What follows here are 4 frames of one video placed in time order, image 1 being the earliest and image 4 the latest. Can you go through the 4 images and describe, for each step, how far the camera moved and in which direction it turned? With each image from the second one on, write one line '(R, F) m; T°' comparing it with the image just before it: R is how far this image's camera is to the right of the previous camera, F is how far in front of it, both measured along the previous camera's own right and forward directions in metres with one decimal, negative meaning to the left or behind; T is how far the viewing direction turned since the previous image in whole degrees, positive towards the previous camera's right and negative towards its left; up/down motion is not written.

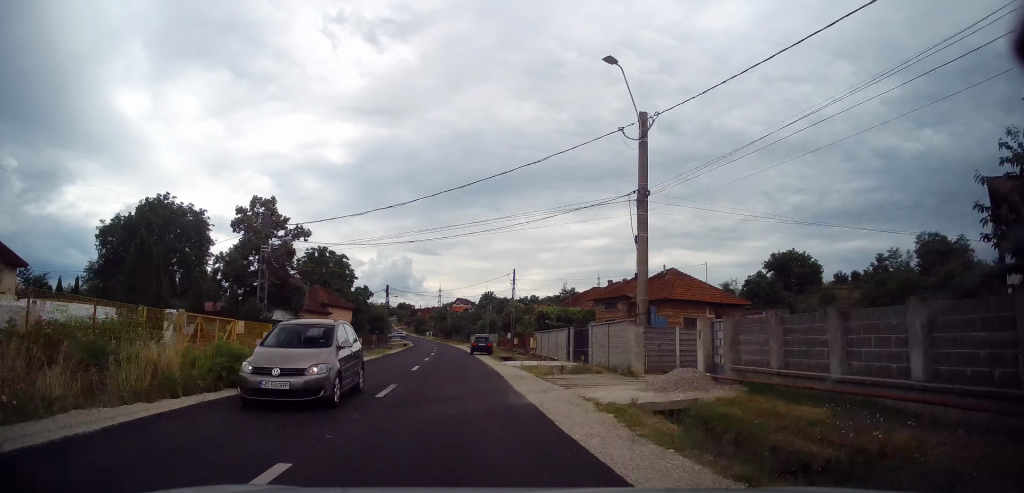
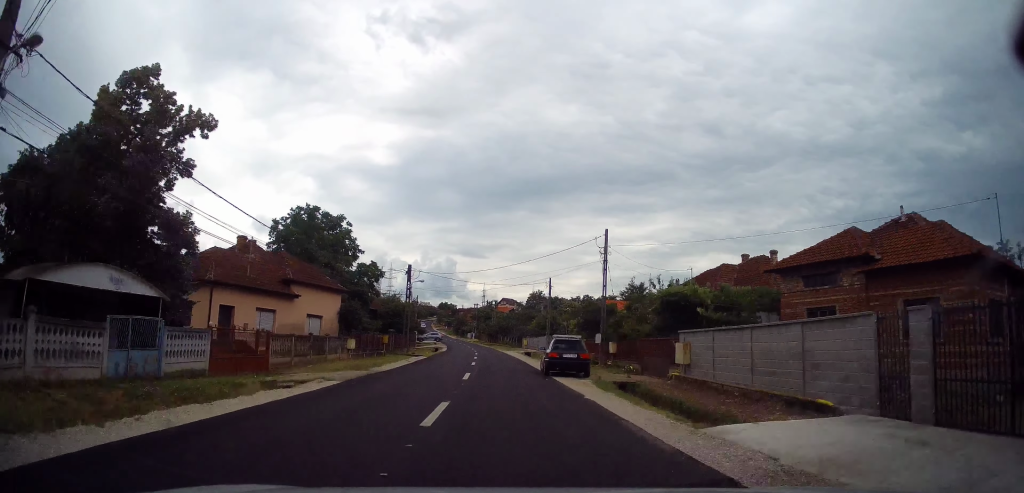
(+0.9, +26.0) m; +4°
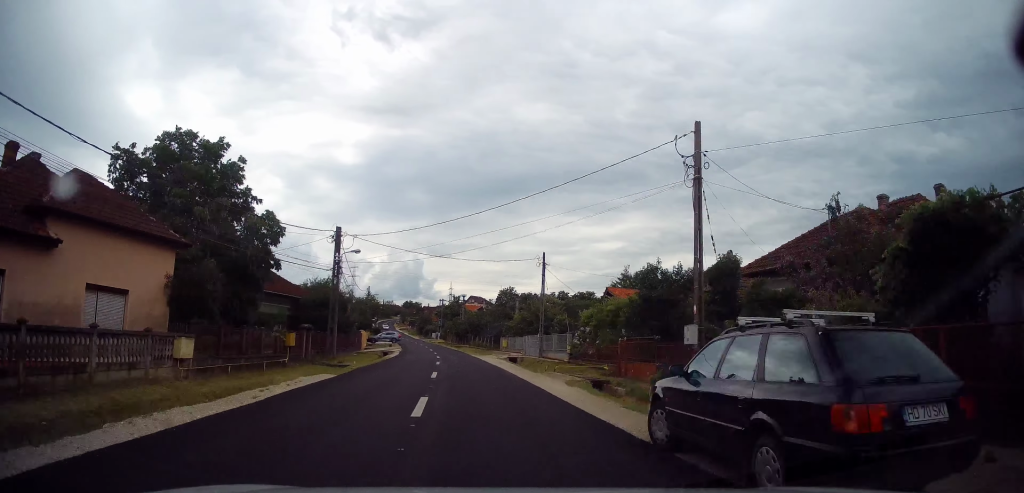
(+0.5, +18.1) m; +3°
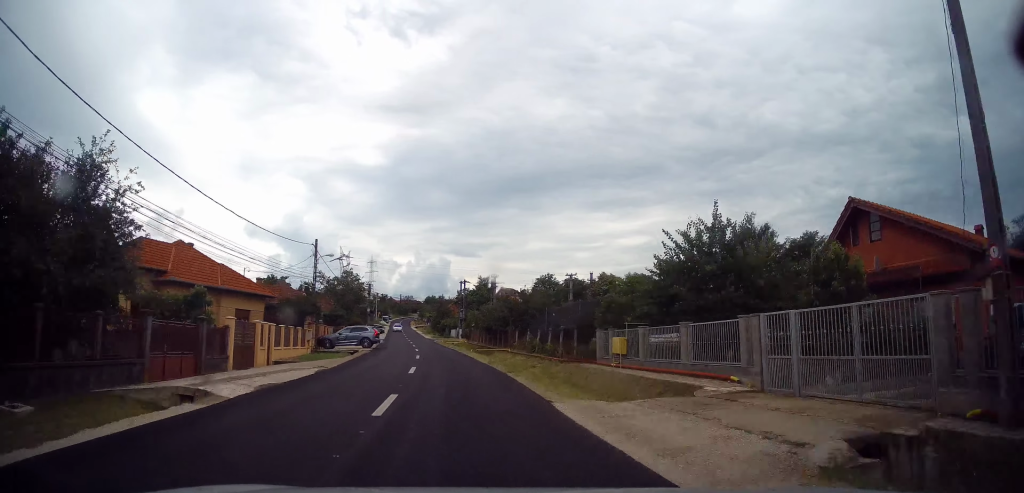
(-0.8, +36.1) m; -3°
